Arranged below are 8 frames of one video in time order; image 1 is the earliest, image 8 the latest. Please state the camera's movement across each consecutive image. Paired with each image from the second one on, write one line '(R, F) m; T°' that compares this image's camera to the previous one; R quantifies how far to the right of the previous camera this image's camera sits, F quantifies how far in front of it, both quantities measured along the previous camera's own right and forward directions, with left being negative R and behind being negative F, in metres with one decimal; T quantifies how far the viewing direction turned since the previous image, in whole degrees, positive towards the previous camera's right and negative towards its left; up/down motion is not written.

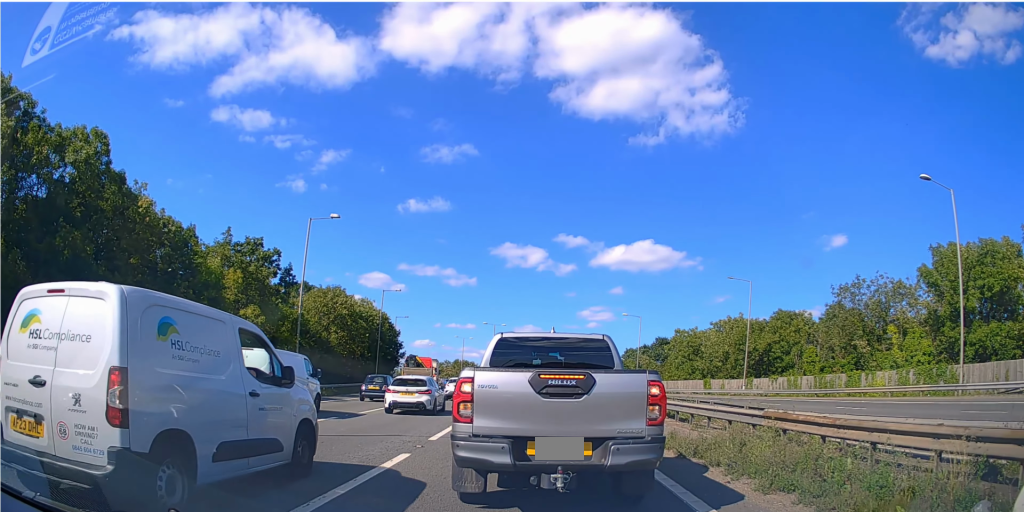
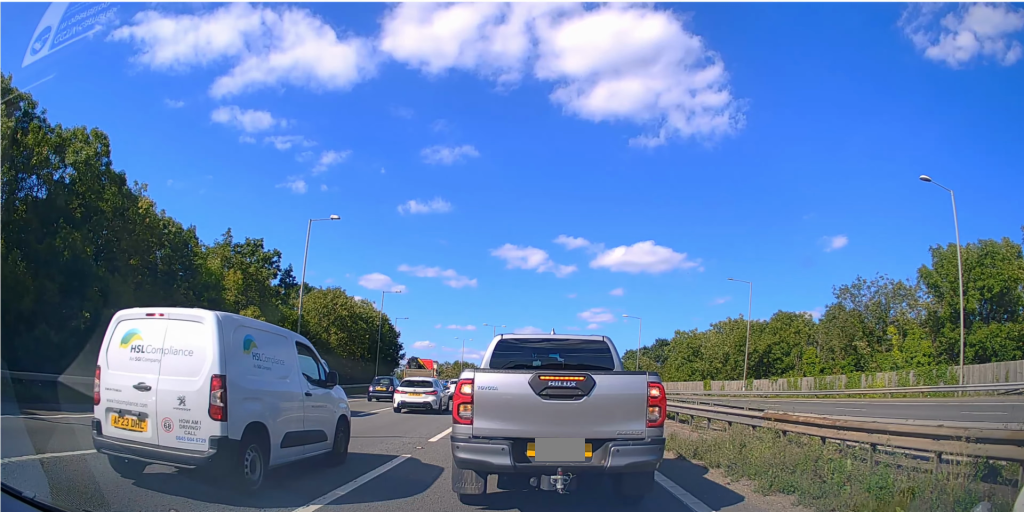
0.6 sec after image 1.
(0.0, +0.6) m; 0°
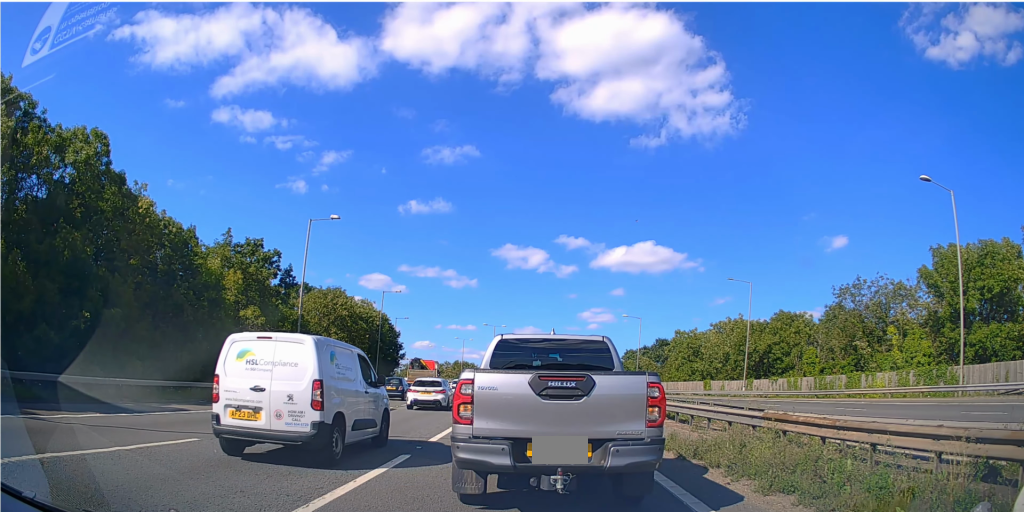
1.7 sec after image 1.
(+0.1, +0.1) m; 0°
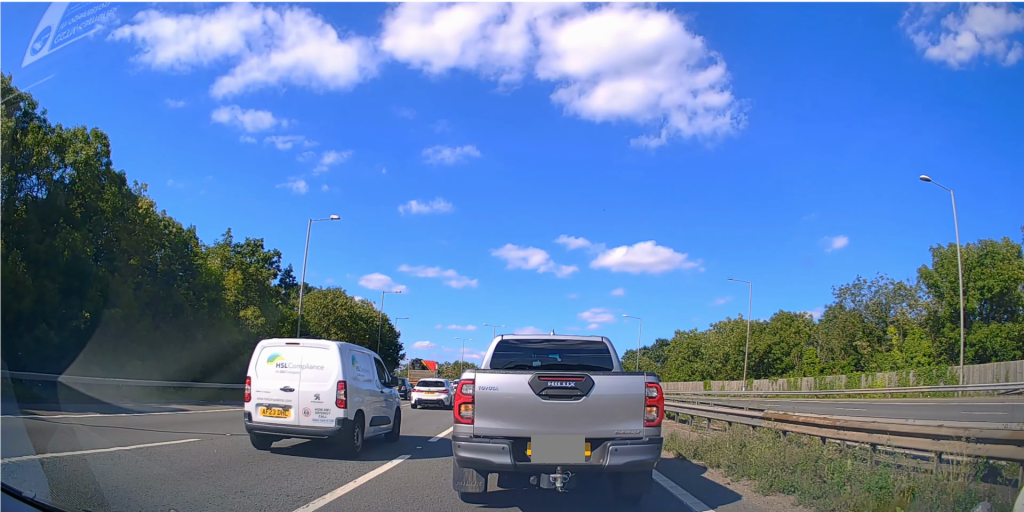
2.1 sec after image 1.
(0.0, 0.0) m; 0°
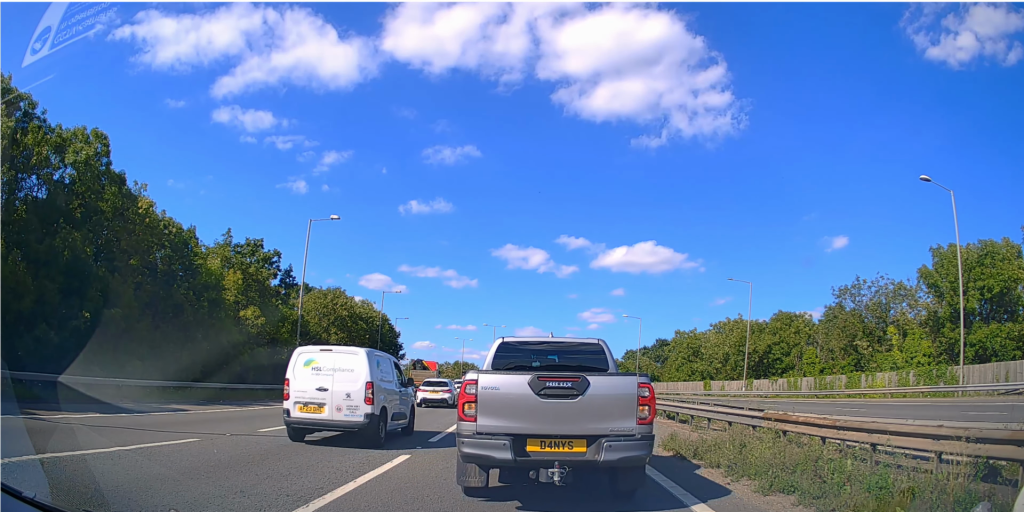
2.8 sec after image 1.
(0.0, +0.1) m; 0°
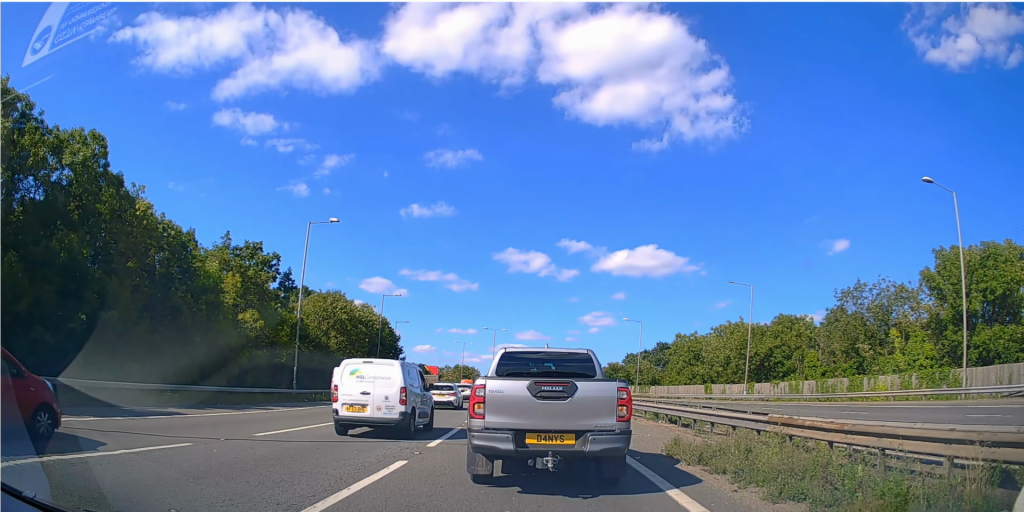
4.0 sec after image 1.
(0.0, +0.3) m; 0°
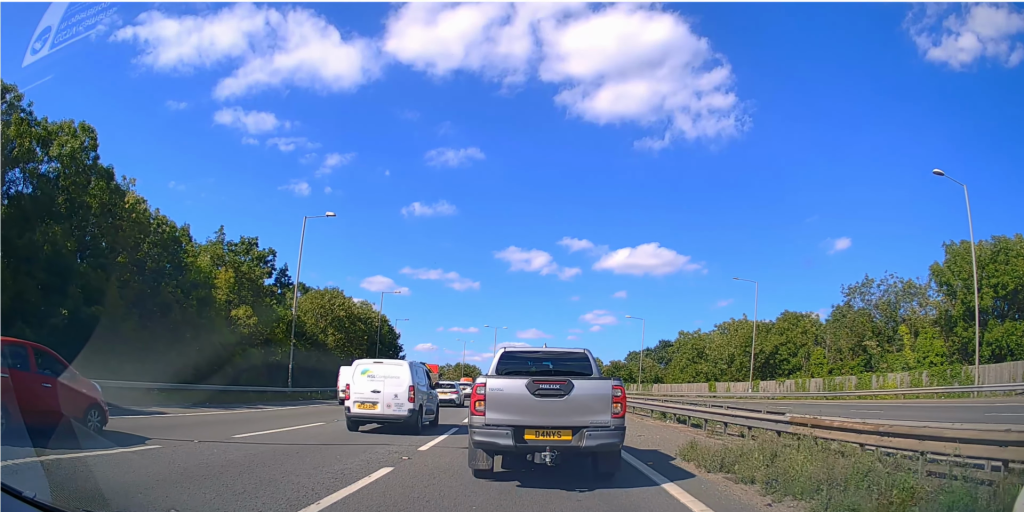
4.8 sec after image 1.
(0.0, +0.3) m; 0°
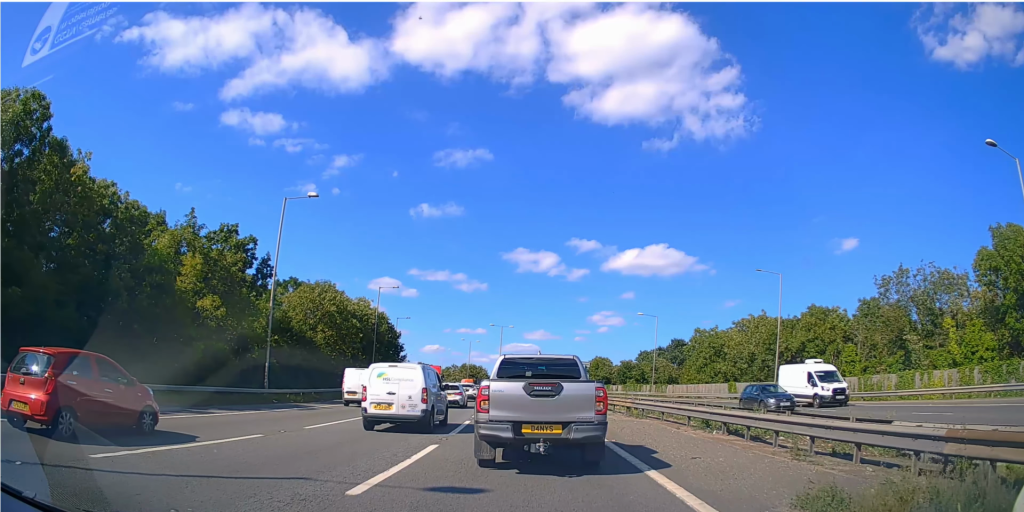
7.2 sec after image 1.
(-0.1, +2.4) m; -1°
